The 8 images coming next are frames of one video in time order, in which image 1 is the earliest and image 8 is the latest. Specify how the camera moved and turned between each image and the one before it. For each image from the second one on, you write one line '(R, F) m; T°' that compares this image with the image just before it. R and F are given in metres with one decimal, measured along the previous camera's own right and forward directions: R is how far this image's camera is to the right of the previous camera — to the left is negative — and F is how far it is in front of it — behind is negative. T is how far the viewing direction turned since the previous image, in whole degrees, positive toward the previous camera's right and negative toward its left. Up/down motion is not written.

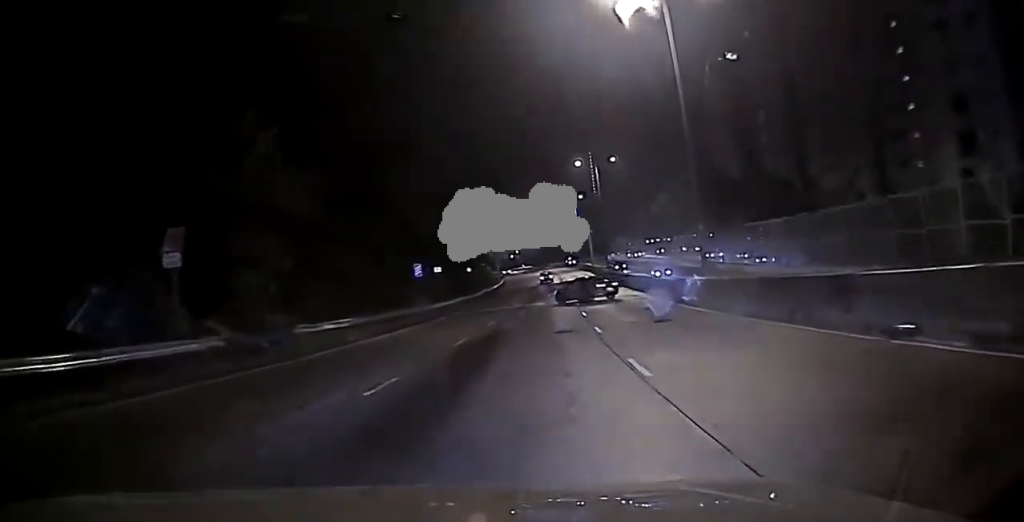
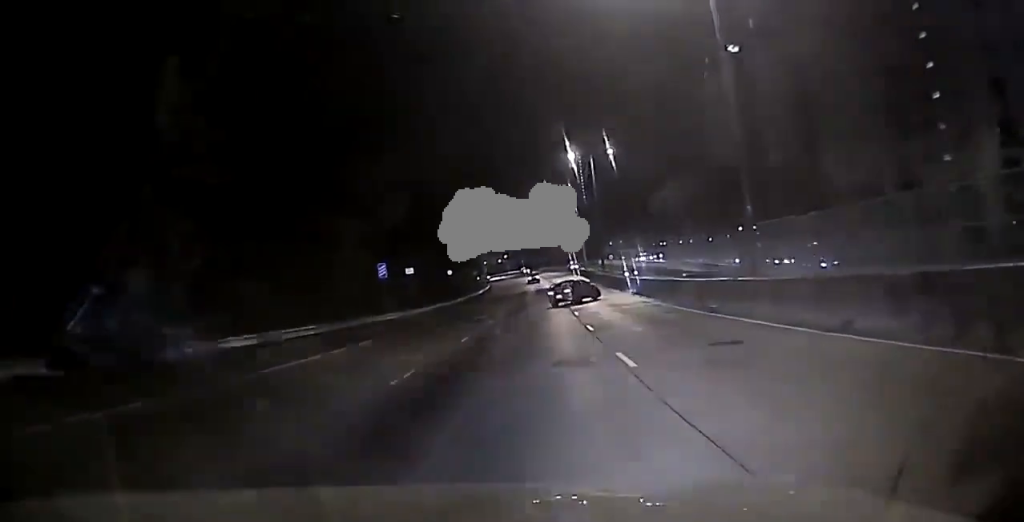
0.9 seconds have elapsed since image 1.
(+0.4, +10.3) m; +6°
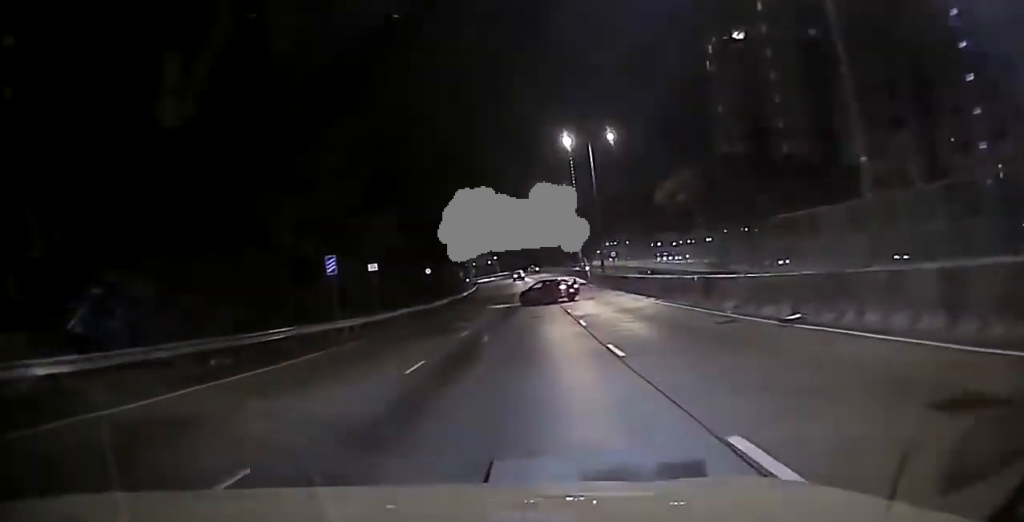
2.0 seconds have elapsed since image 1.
(+0.9, +9.9) m; +10°
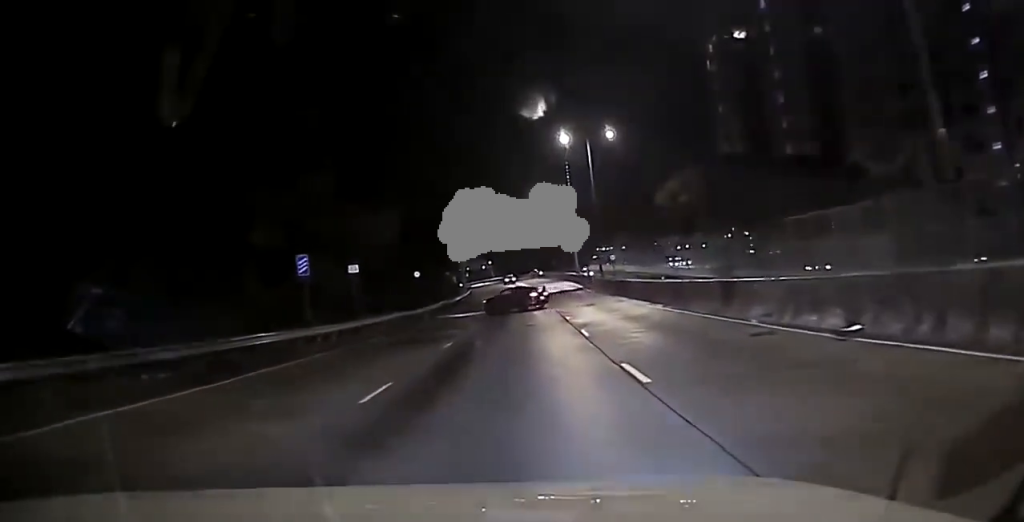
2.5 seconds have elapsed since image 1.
(+0.2, +3.4) m; +3°
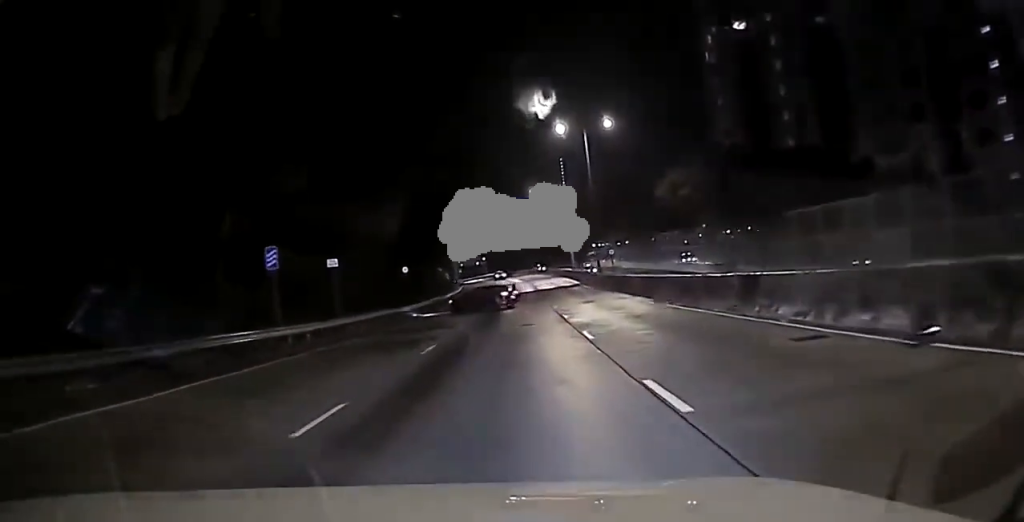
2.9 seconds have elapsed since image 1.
(+0.1, +2.7) m; 0°
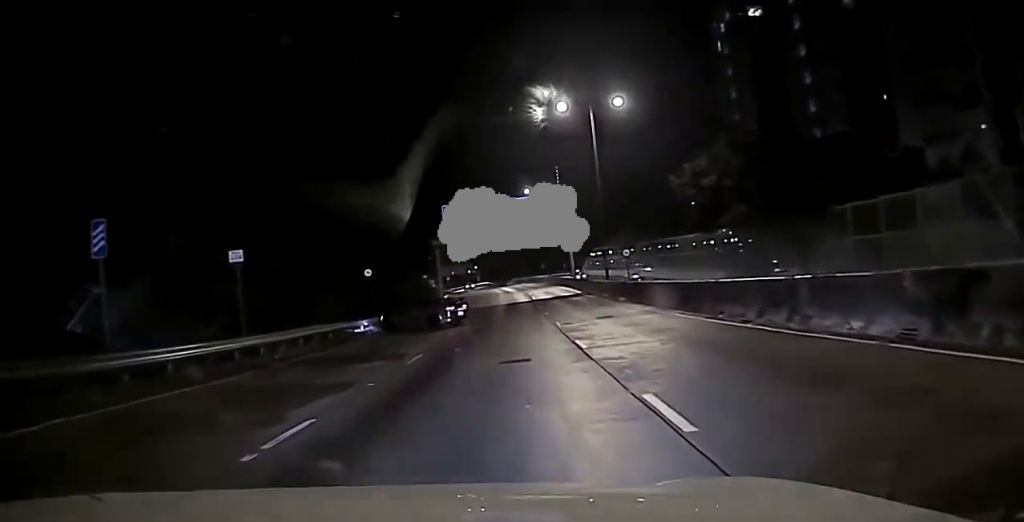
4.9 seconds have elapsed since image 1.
(0.0, +10.3) m; -1°
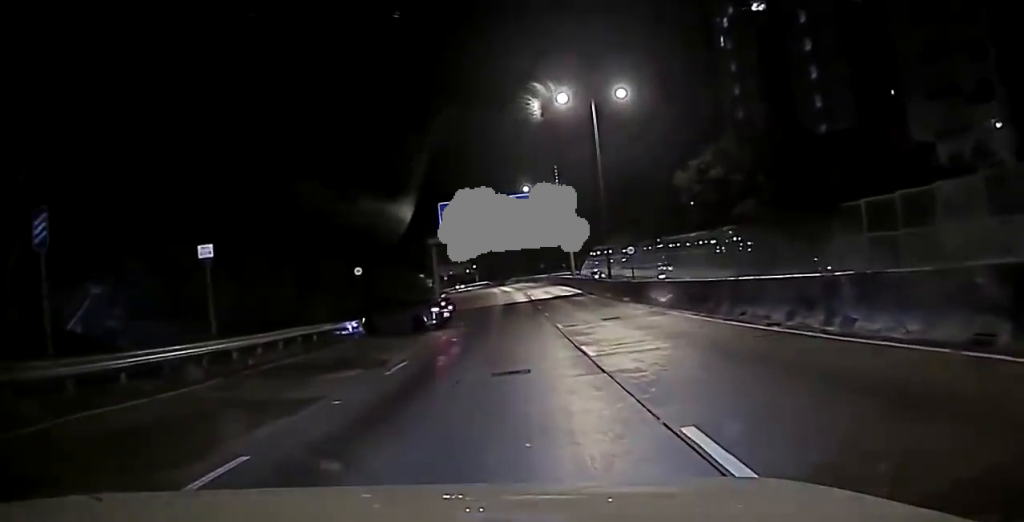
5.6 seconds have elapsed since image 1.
(0.0, +3.1) m; -1°
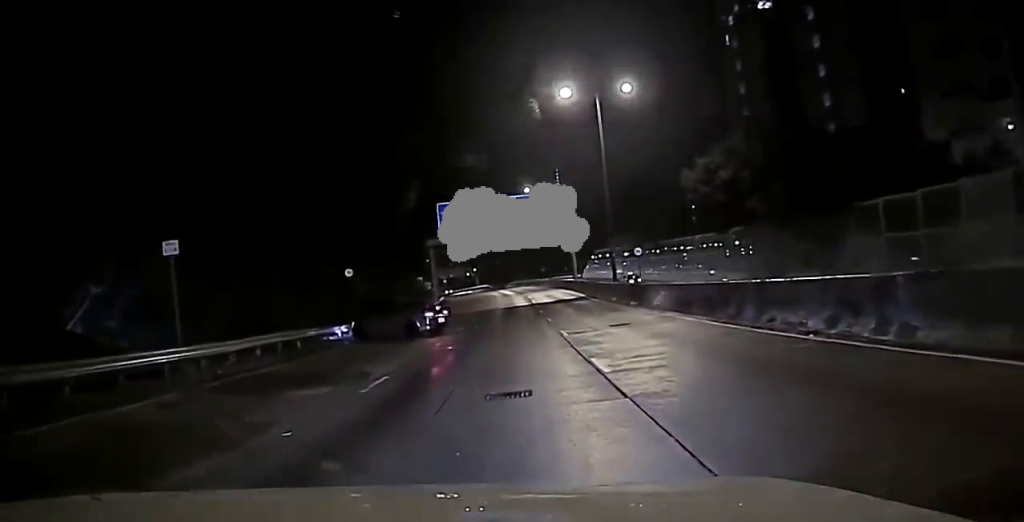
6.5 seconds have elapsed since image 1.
(-0.1, +3.6) m; -2°
